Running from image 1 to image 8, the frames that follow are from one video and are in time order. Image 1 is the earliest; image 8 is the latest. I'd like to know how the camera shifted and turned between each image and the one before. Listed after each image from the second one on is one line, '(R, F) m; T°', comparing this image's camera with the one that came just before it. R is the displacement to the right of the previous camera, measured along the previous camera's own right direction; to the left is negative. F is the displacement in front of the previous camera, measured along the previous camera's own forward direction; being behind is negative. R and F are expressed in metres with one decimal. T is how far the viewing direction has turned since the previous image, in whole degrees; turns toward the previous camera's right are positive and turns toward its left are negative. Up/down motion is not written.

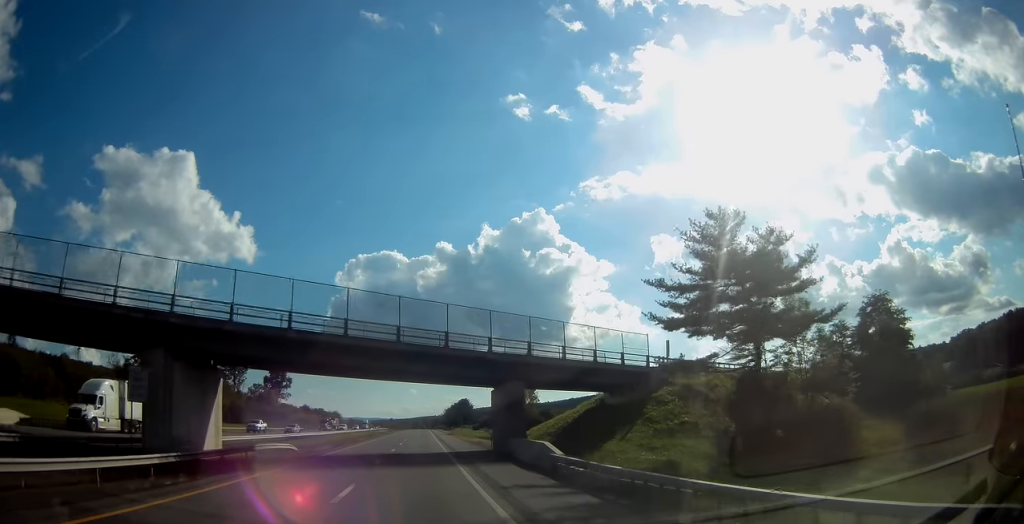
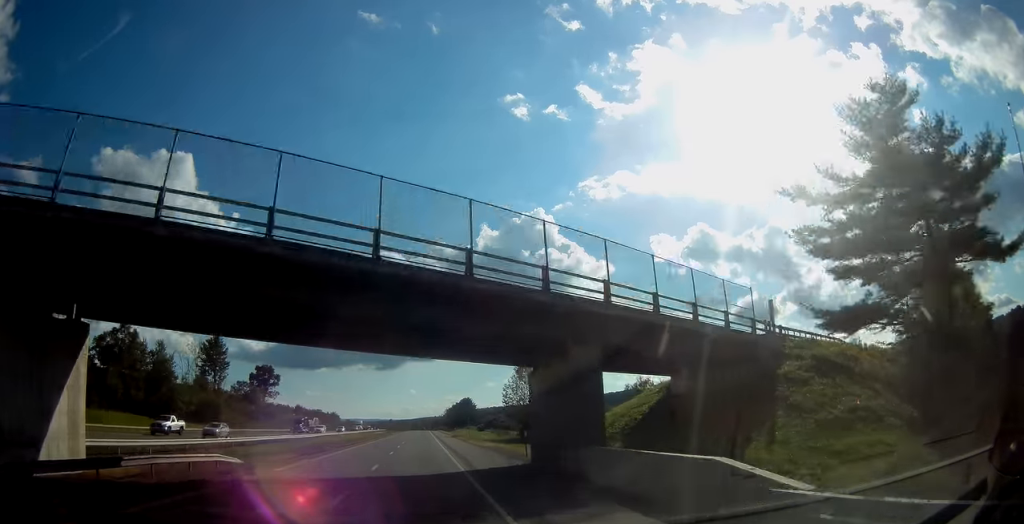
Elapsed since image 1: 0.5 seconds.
(+0.1, +15.3) m; 0°
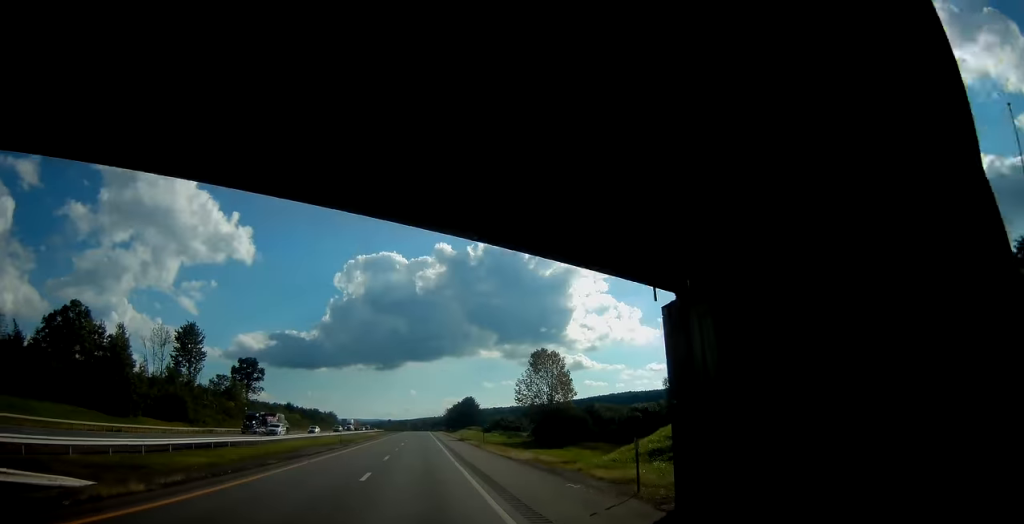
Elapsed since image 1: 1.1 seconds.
(+0.1, +16.2) m; 0°
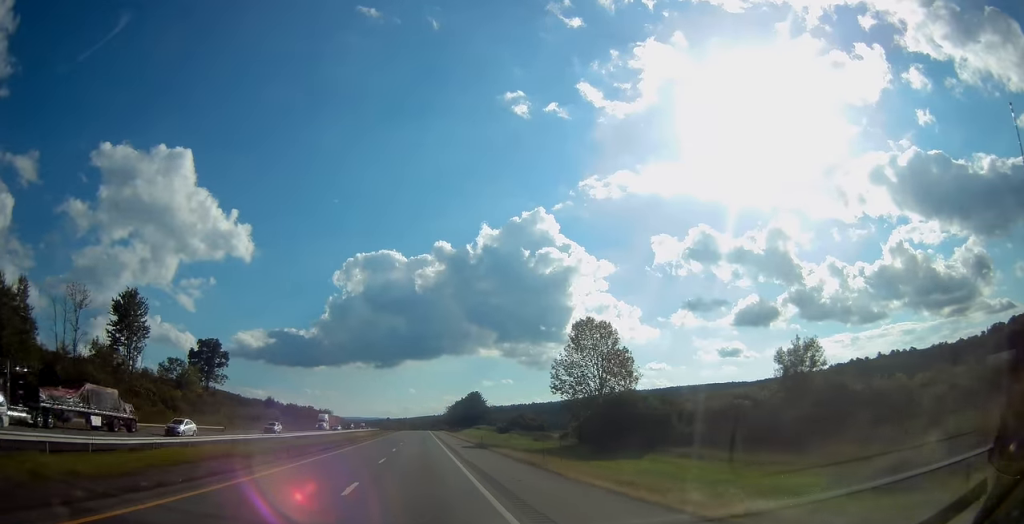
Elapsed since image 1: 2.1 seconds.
(-0.3, +28.6) m; 0°
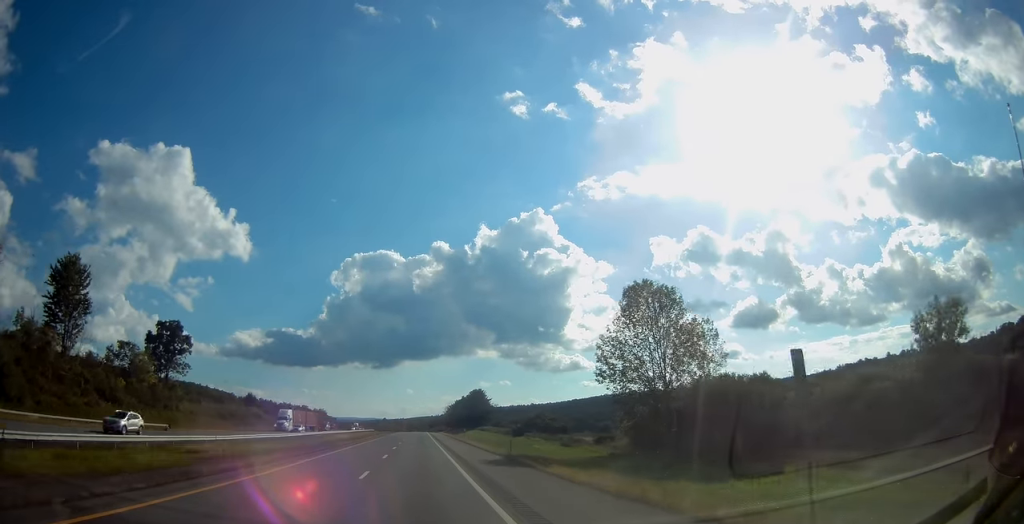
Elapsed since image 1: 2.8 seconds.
(+0.2, +20.1) m; 0°
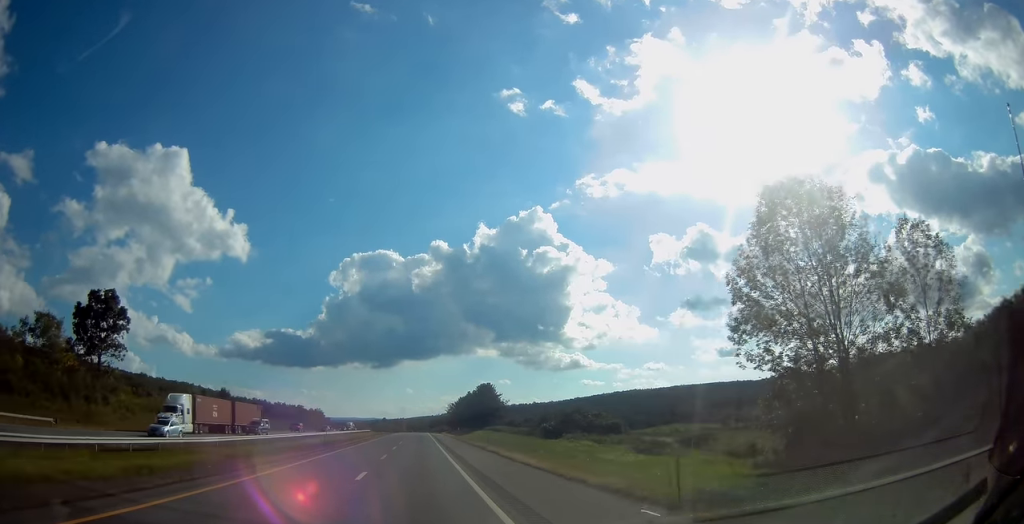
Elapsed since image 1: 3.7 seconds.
(+0.1, +24.9) m; 0°
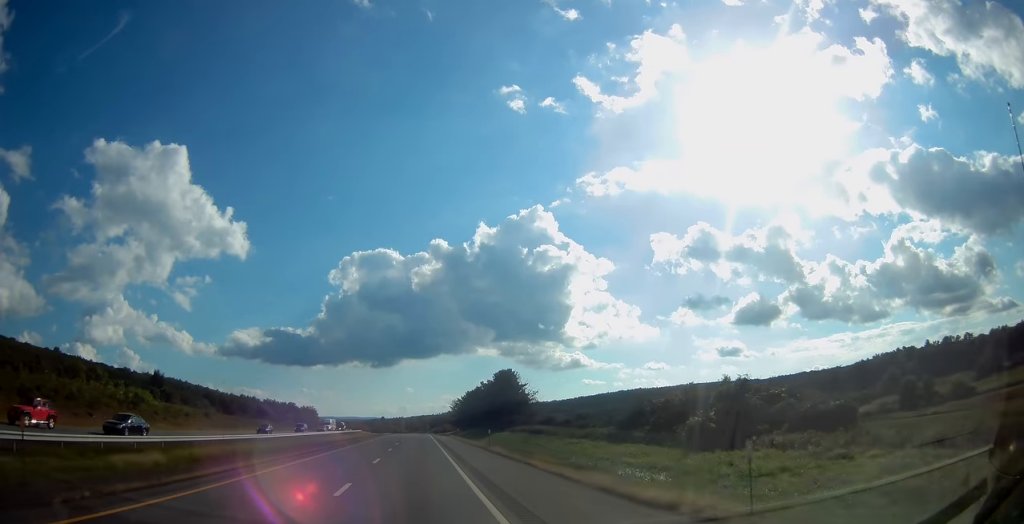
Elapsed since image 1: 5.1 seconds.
(+0.2, +40.9) m; 0°
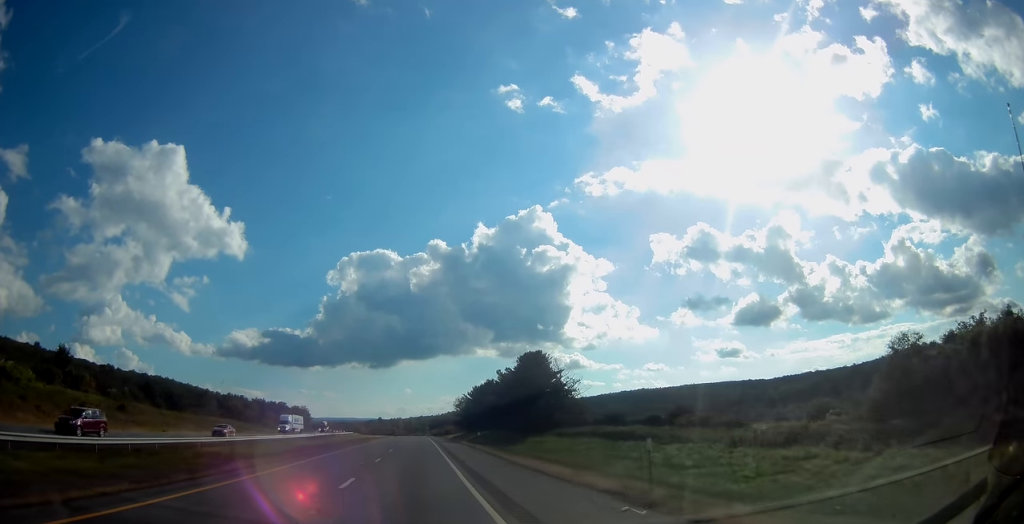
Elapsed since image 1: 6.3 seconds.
(-0.4, +34.5) m; 0°
